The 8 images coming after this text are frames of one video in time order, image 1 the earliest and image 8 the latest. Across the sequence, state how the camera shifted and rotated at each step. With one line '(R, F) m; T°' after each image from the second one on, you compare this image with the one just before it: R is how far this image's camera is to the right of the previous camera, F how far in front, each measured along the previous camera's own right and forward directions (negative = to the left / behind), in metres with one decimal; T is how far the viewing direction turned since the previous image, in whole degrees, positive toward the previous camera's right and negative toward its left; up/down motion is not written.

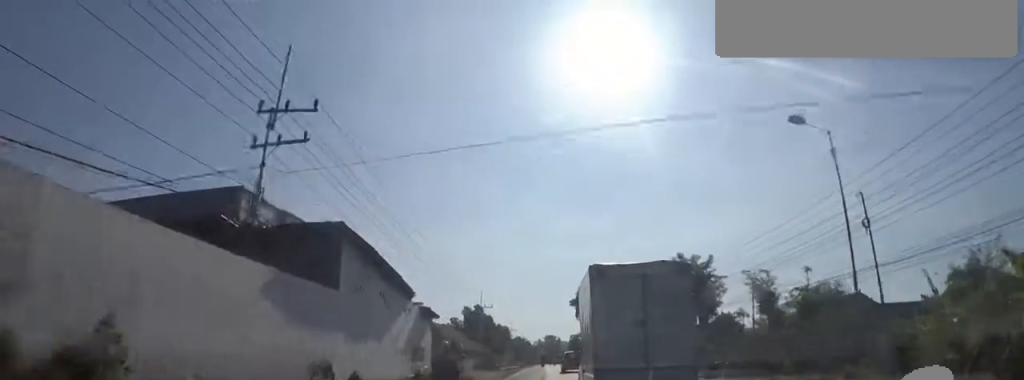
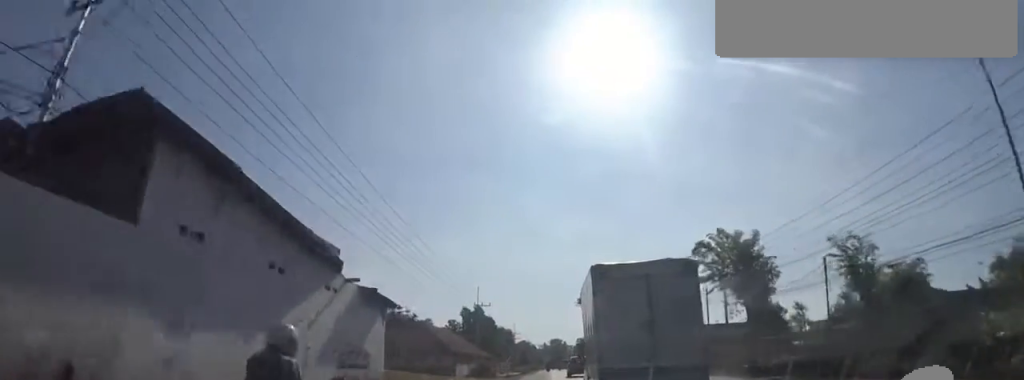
(-0.7, +6.9) m; -1°
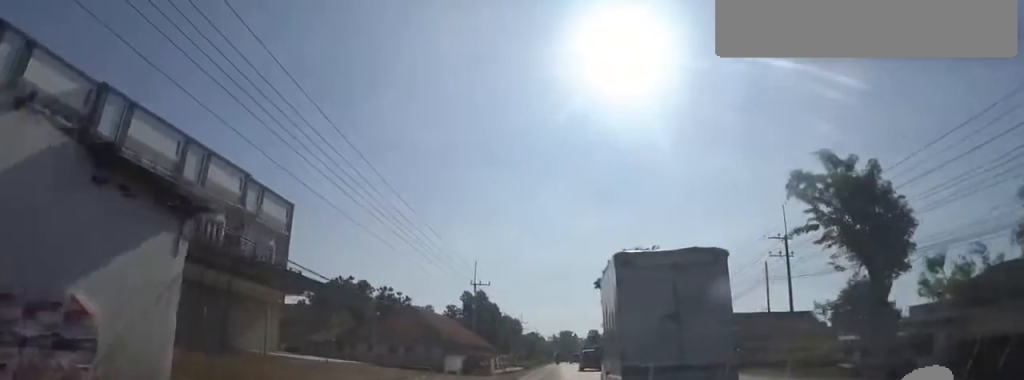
(+0.6, +9.6) m; +4°
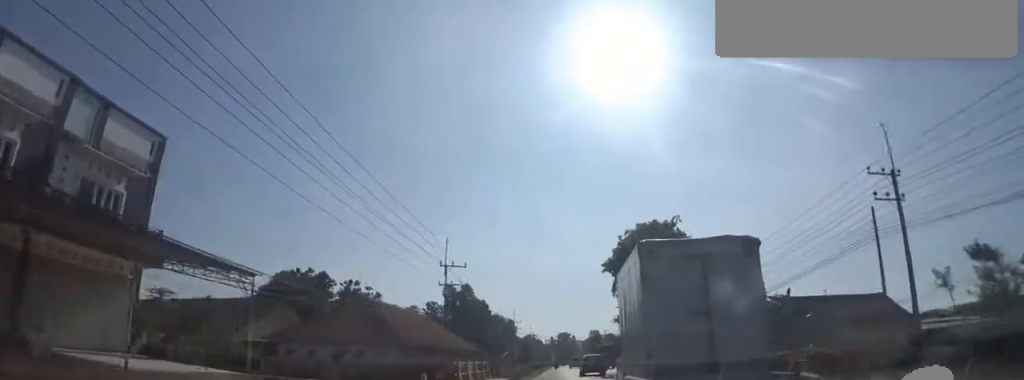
(+0.6, +11.8) m; 0°
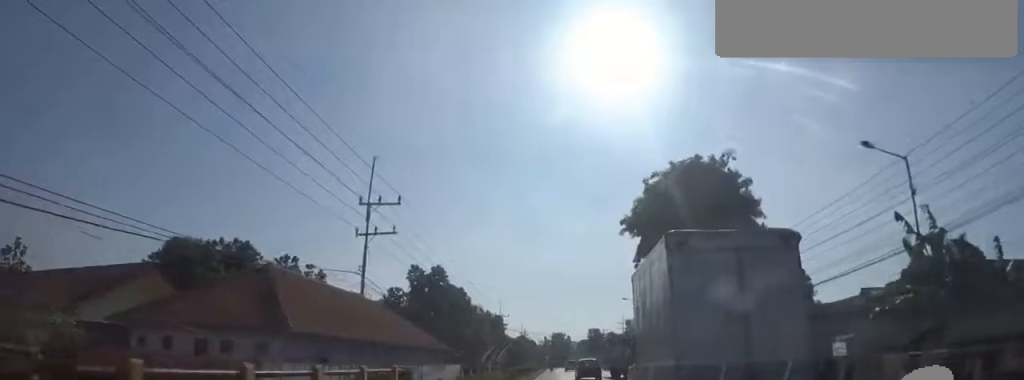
(-0.8, +14.1) m; -2°
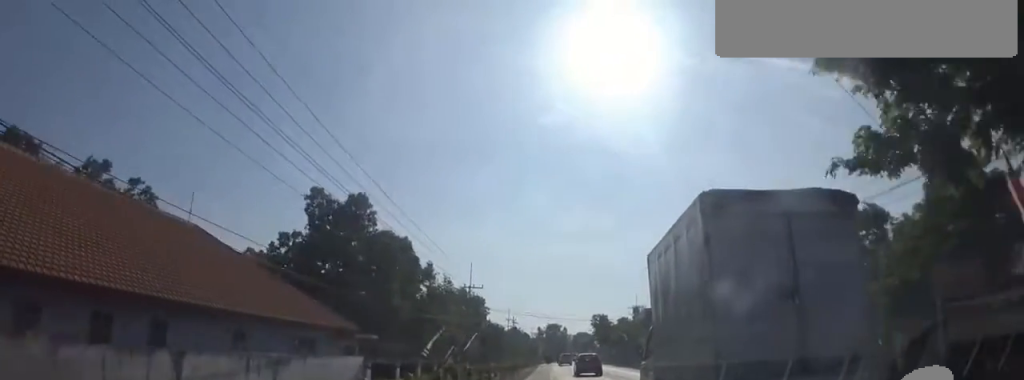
(+0.4, +20.9) m; -1°
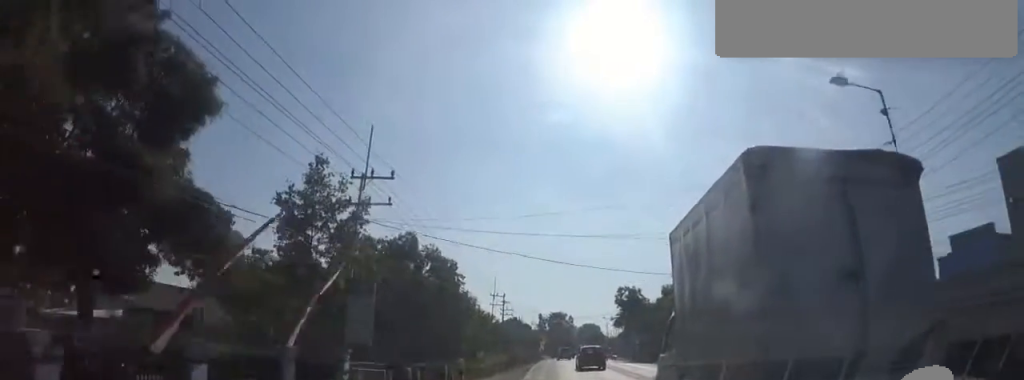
(-0.3, +27.5) m; +1°
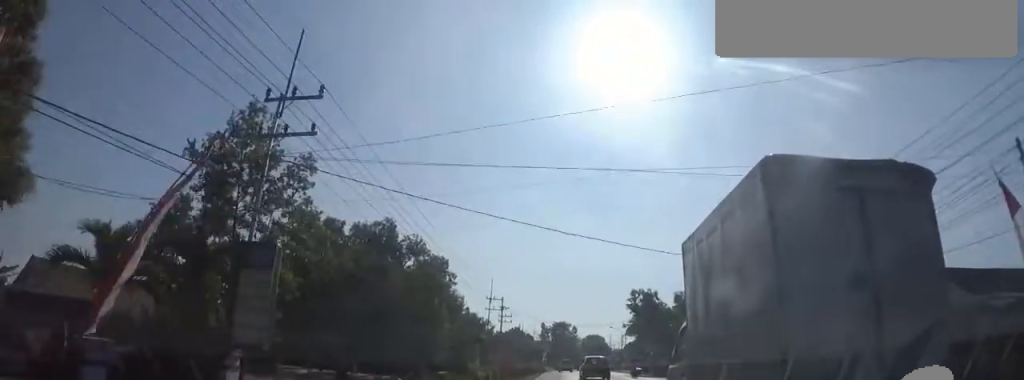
(-0.5, +7.0) m; 0°
